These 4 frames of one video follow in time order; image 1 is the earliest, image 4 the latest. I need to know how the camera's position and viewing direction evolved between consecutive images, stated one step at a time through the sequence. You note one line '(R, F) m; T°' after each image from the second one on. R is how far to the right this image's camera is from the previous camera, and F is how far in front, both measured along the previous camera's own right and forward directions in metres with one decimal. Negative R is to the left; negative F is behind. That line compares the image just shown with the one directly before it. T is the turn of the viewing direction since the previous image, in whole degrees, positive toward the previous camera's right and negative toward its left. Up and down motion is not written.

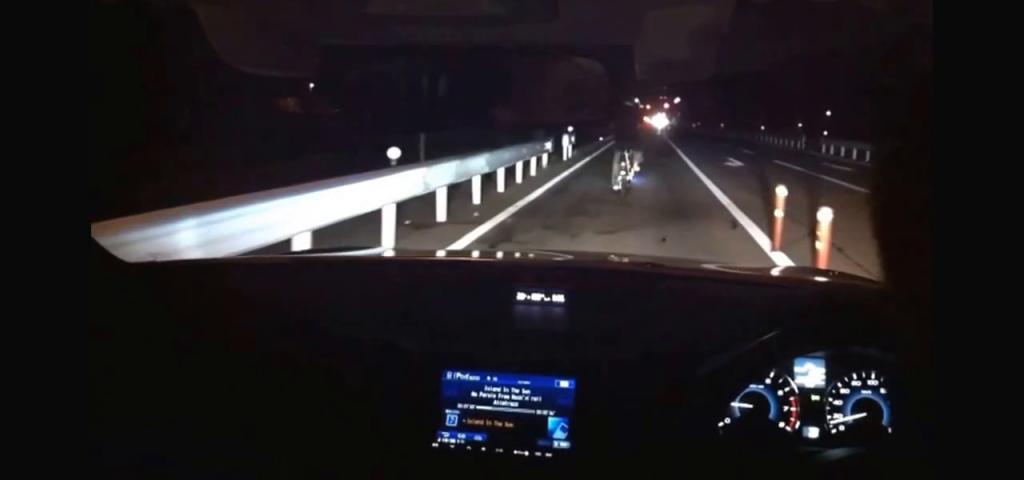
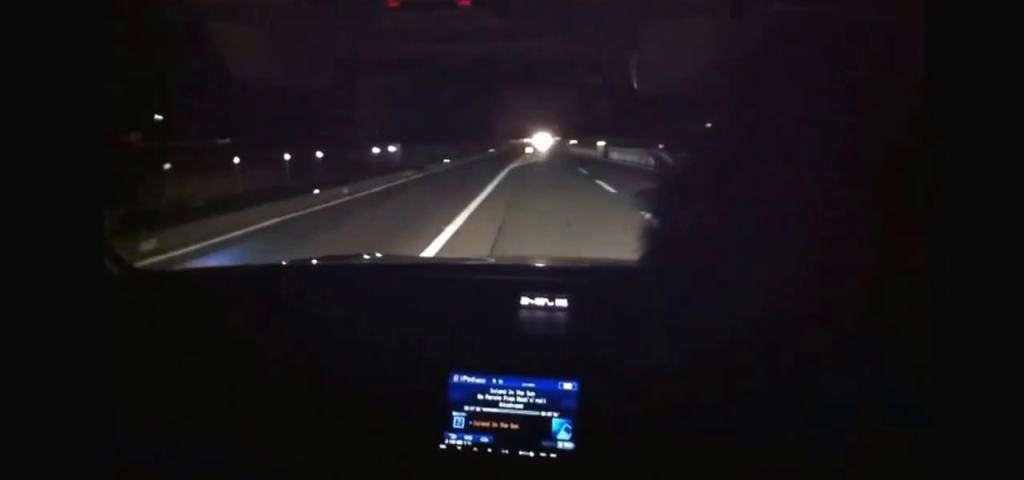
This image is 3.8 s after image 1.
(-0.5, +19.0) m; 0°
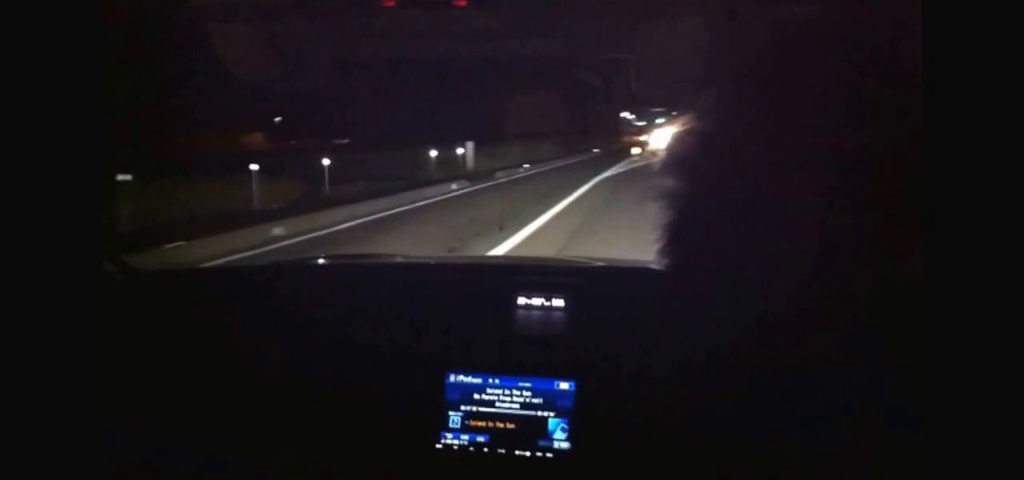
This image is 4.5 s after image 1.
(+0.1, +7.1) m; 0°
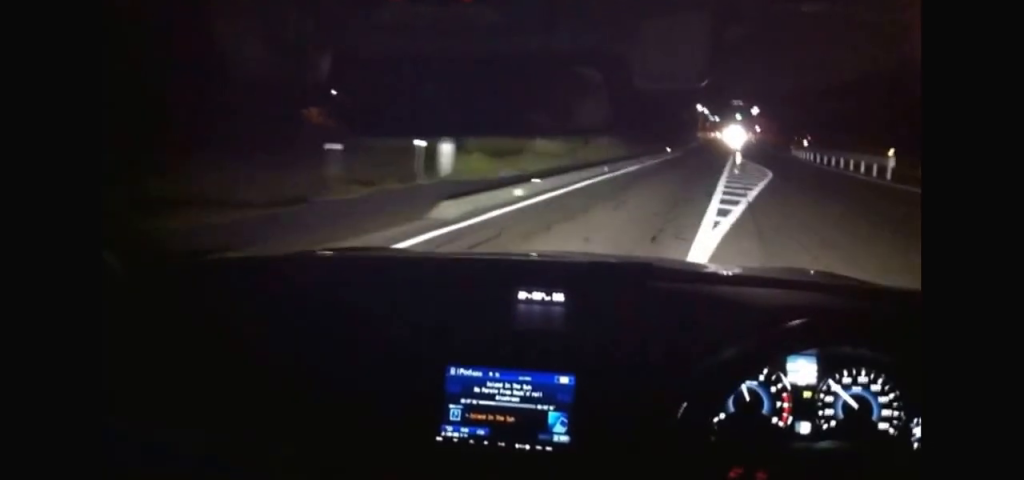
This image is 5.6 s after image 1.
(0.0, +13.7) m; -1°
